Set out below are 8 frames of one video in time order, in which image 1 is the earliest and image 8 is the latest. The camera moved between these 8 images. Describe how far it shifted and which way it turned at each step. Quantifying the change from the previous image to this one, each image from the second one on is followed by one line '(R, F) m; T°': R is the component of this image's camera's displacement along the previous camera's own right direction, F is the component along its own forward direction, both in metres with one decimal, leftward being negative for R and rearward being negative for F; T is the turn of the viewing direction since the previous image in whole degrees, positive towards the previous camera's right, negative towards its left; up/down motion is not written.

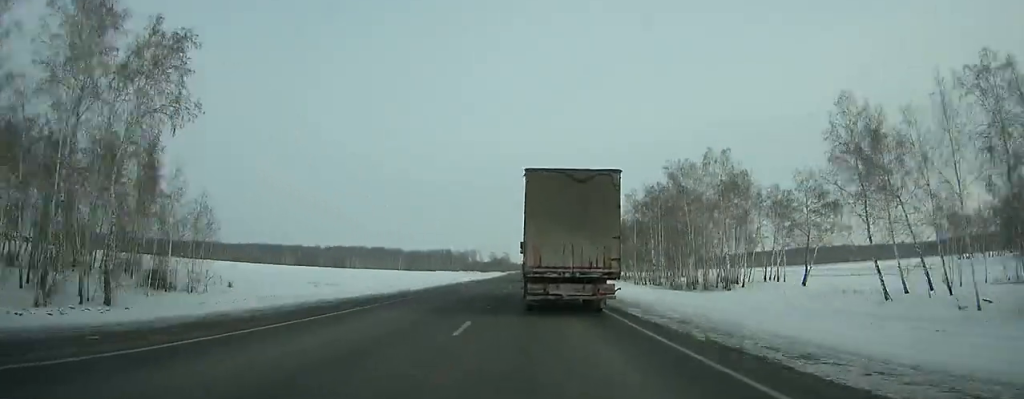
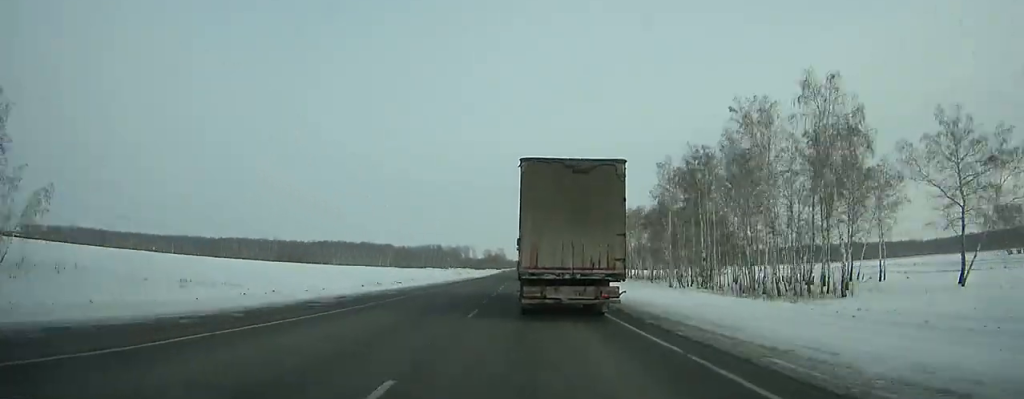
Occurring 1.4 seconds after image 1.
(-0.8, +32.2) m; 0°
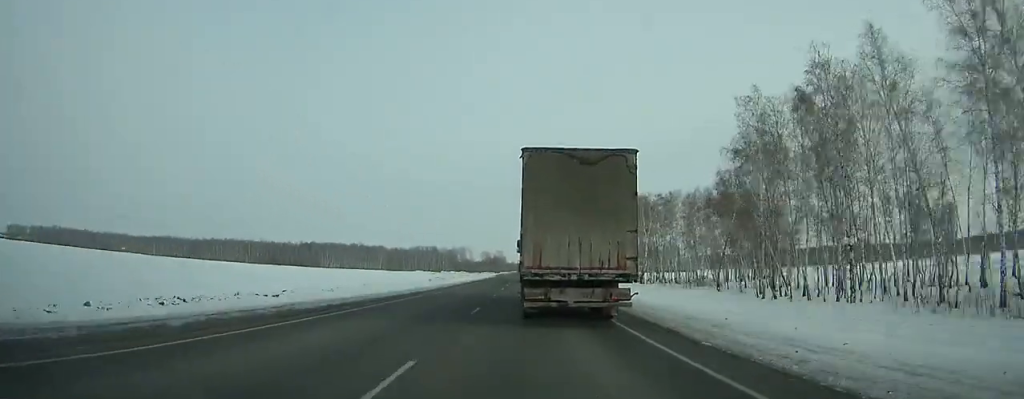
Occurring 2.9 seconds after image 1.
(+0.3, +34.0) m; 0°
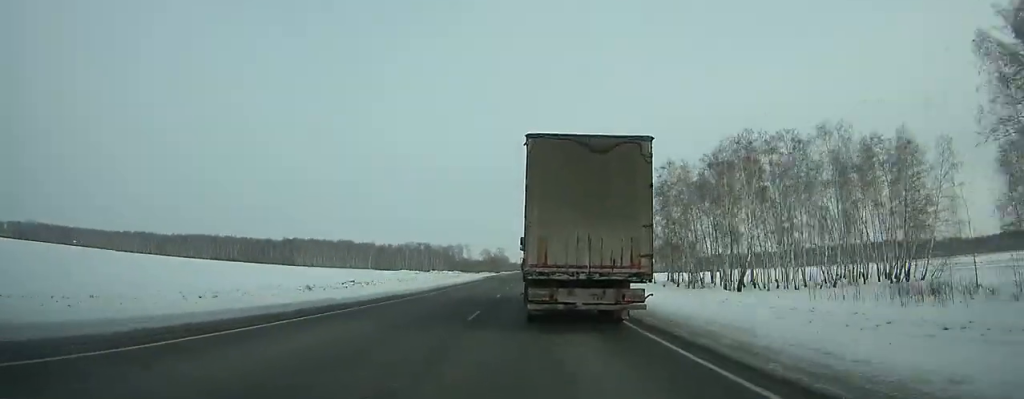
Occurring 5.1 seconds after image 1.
(+0.4, +49.5) m; +1°
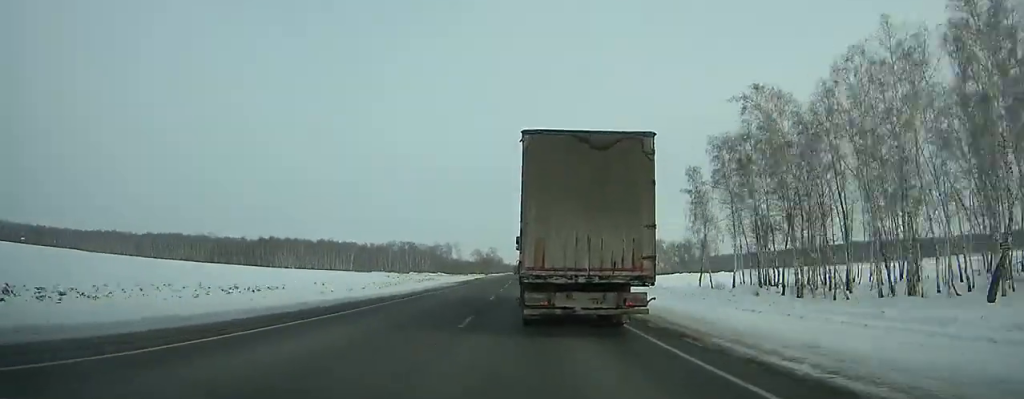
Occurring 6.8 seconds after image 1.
(+0.3, +37.9) m; 0°
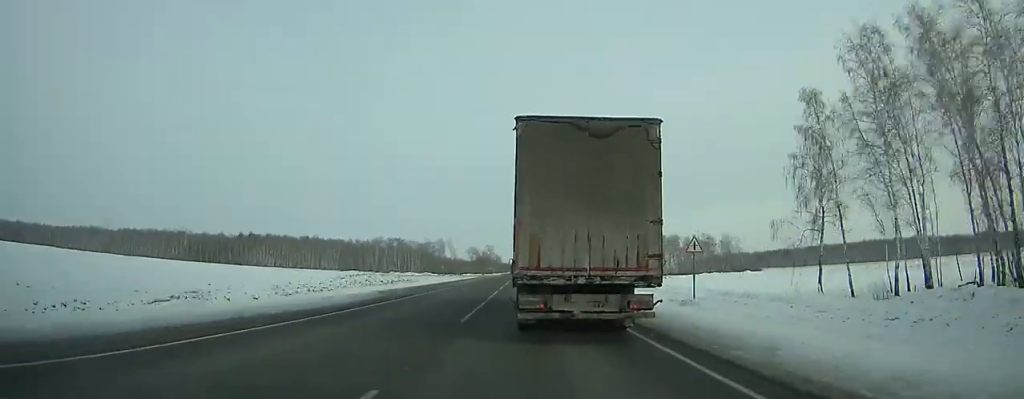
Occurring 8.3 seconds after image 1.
(+0.1, +33.4) m; 0°
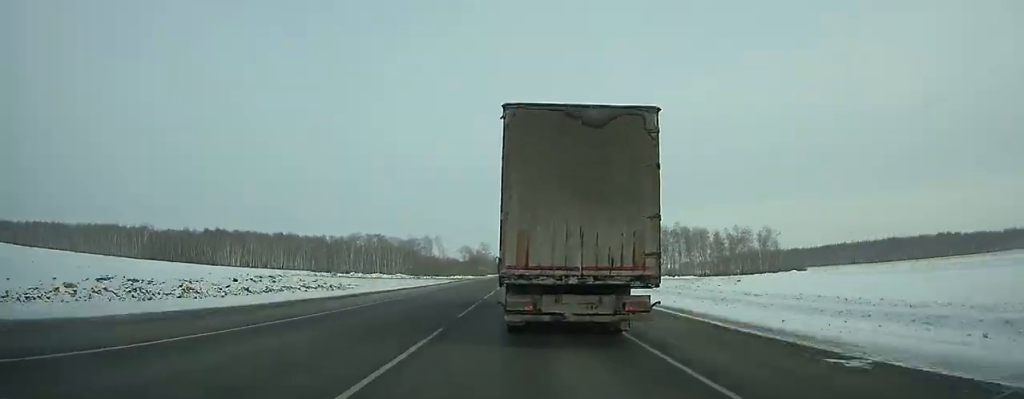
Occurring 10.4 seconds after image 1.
(+0.3, +46.5) m; 0°
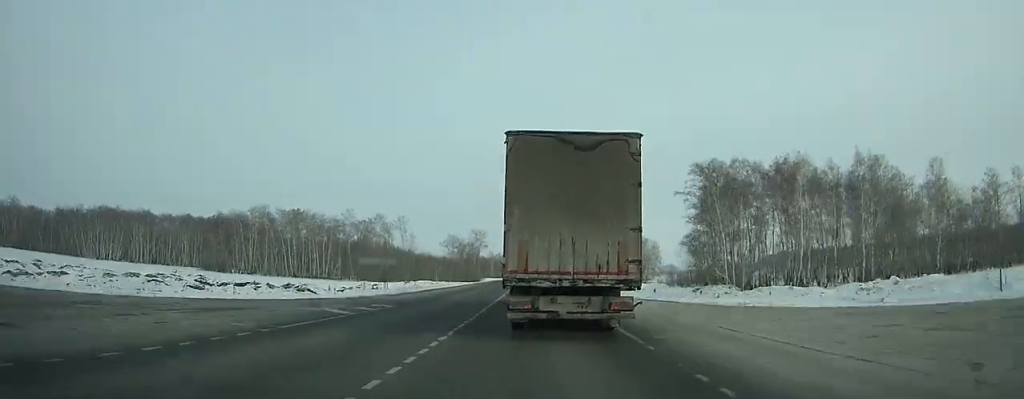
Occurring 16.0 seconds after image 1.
(-1.8, +124.1) m; -1°
